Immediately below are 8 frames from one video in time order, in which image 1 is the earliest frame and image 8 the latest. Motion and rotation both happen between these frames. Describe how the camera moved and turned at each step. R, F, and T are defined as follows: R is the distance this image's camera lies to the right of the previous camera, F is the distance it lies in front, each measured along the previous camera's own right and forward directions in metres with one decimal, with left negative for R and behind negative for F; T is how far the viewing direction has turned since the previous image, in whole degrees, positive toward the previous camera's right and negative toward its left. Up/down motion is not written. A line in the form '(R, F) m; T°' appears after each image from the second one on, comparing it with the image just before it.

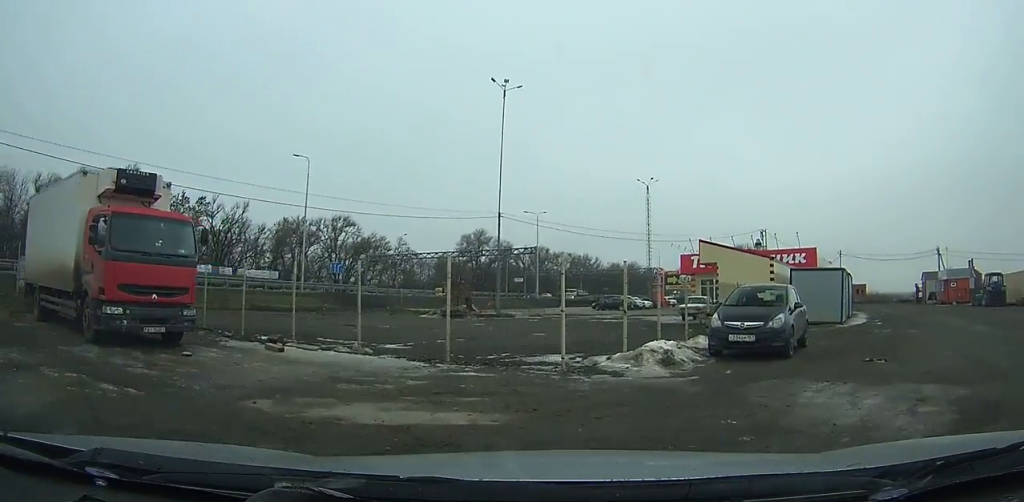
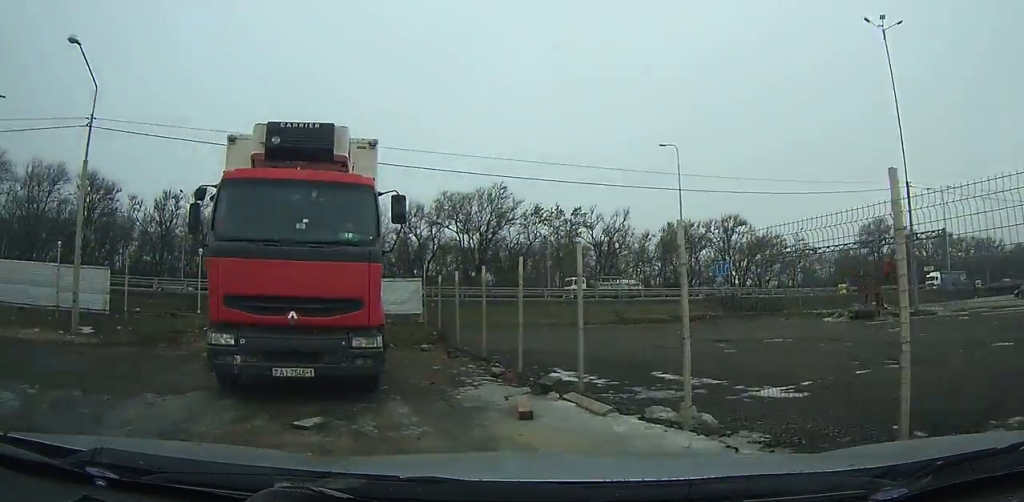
(-1.3, +6.1) m; -37°
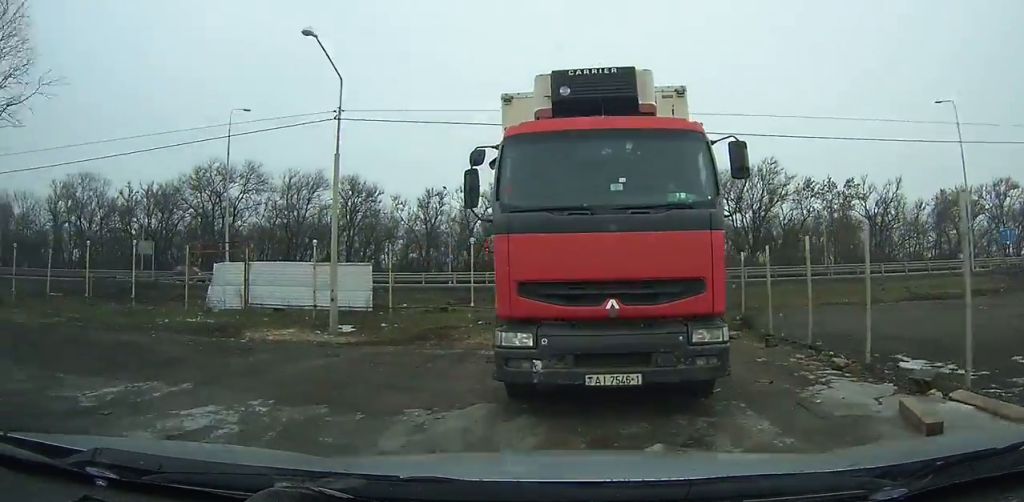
(-0.1, +1.6) m; -18°
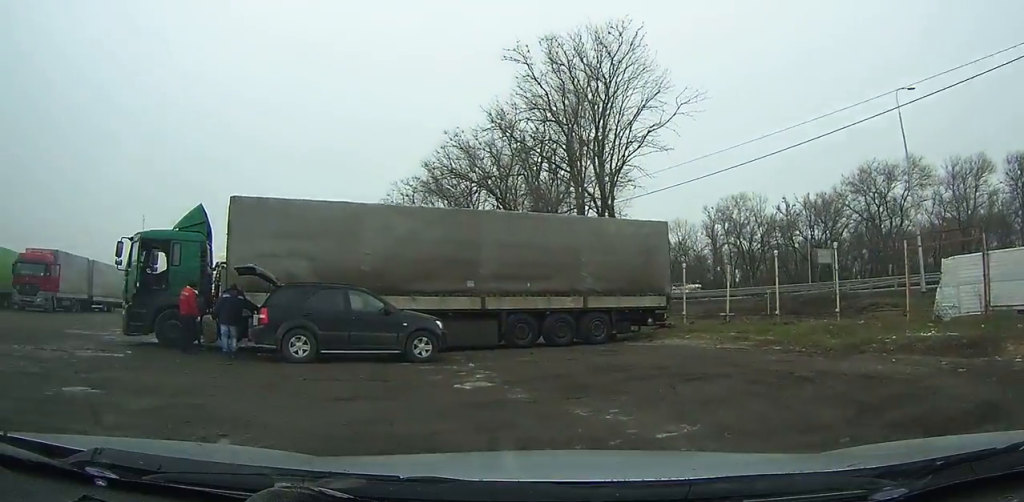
(-1.7, +2.5) m; -79°
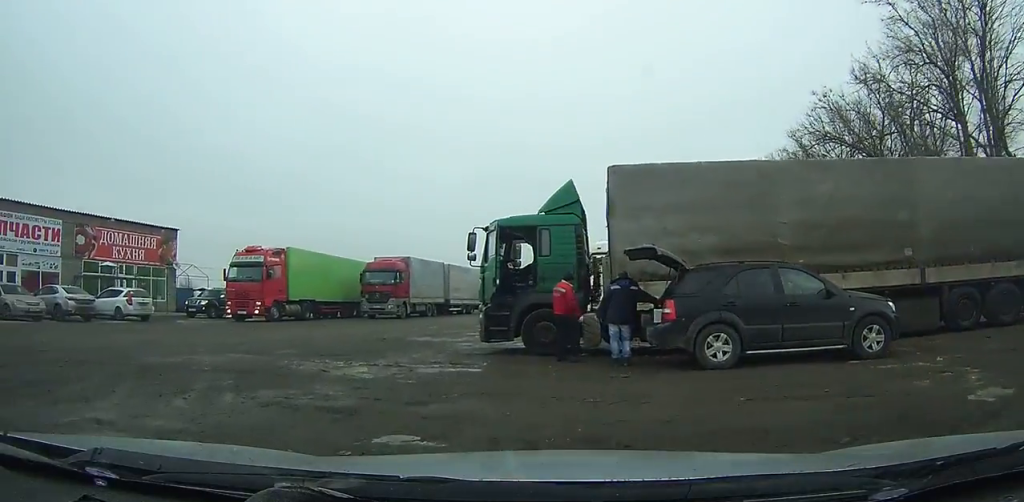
(-1.3, +2.1) m; -40°
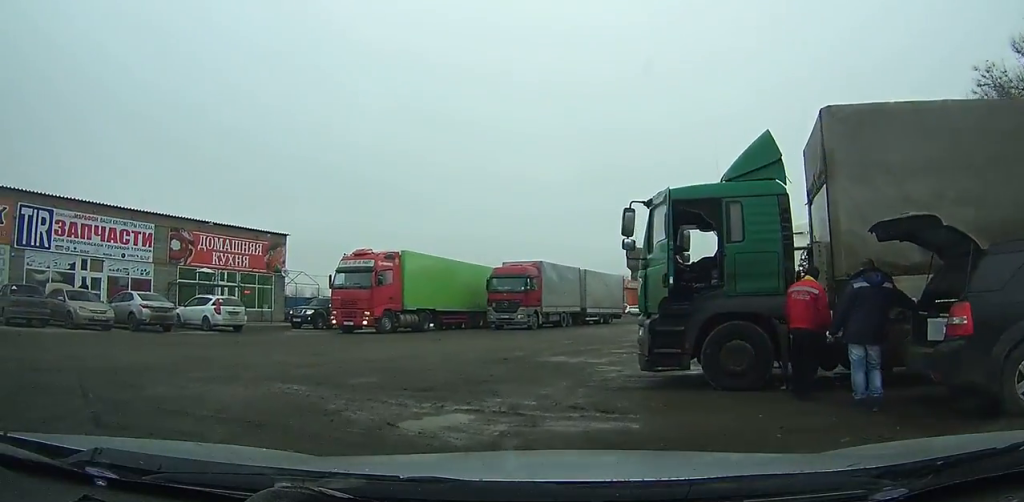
(-0.4, +3.1) m; -8°
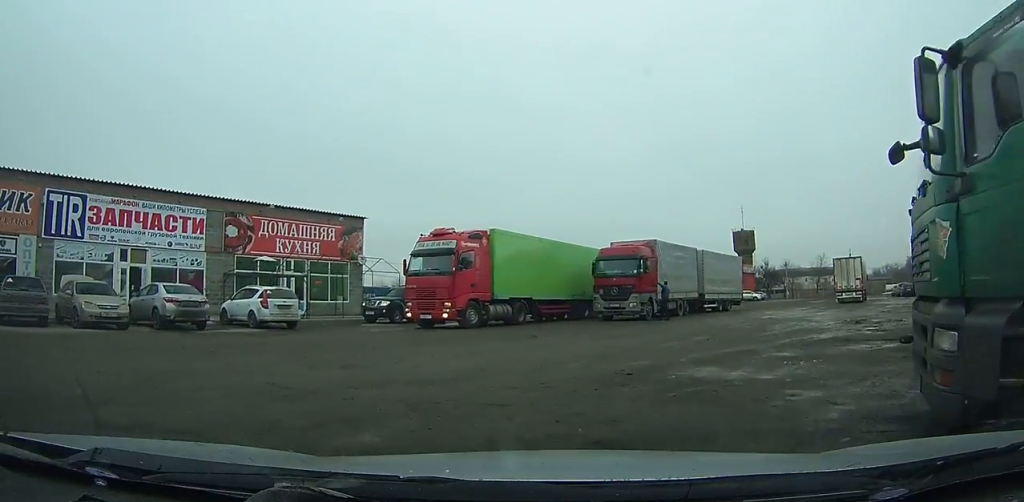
(0.0, +4.0) m; +6°
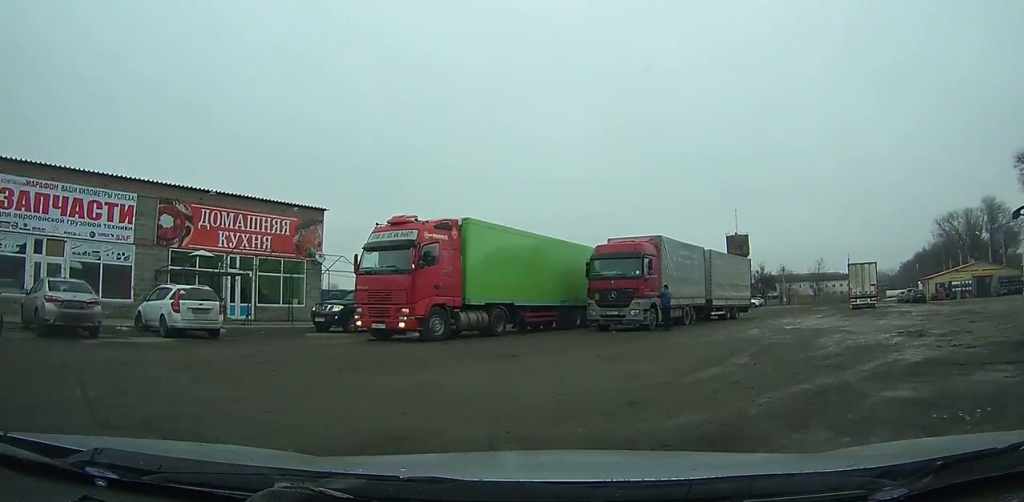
(+0.4, +3.6) m; +8°
